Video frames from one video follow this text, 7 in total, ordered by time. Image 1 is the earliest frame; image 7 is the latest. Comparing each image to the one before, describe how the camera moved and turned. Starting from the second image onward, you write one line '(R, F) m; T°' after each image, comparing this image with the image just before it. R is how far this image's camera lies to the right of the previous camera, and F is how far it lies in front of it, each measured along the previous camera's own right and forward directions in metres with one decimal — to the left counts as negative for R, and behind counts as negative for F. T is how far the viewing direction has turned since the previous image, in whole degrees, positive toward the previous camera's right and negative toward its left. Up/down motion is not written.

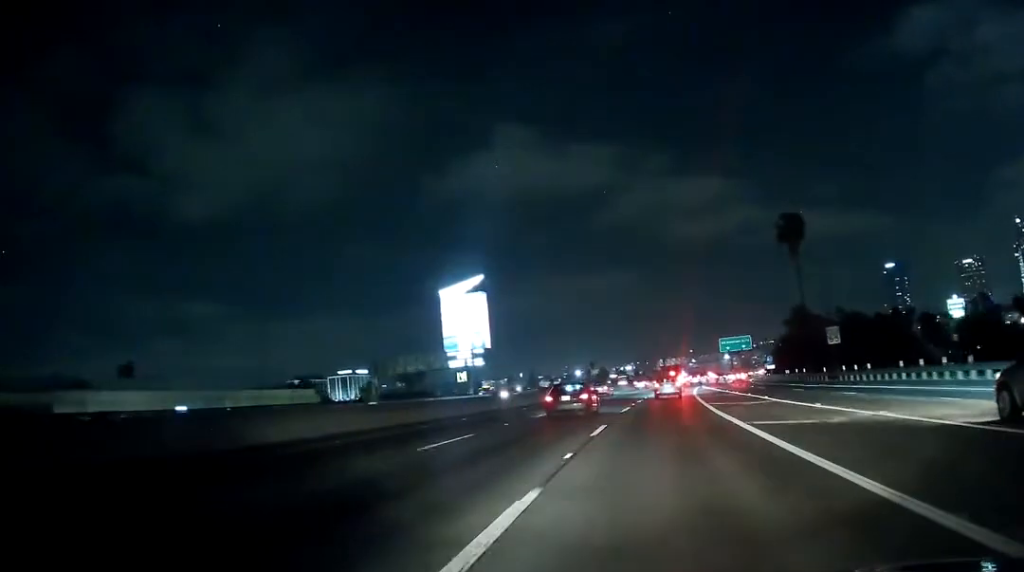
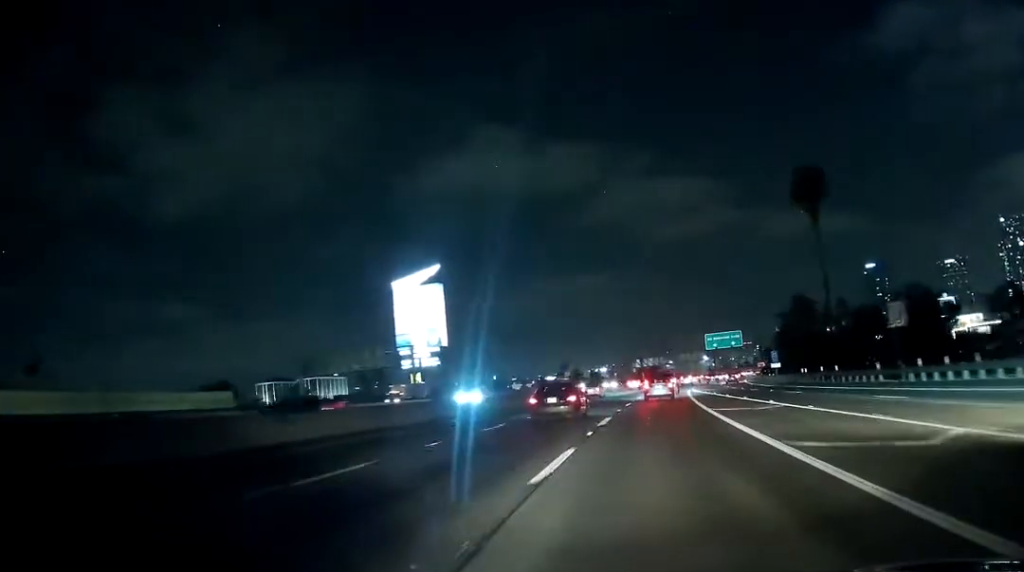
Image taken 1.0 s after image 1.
(+0.1, +21.9) m; +2°
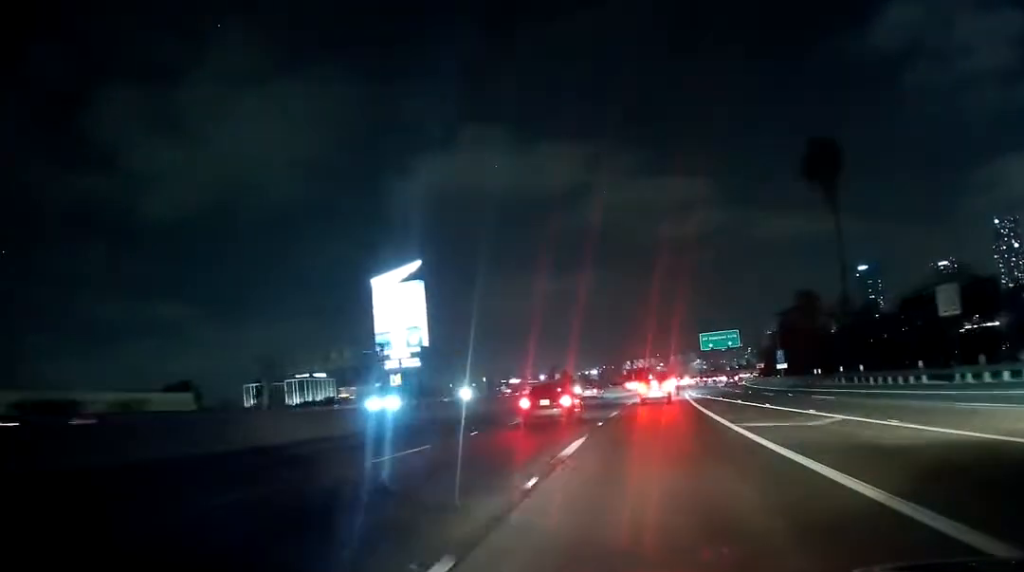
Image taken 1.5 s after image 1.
(+0.3, +9.4) m; +1°
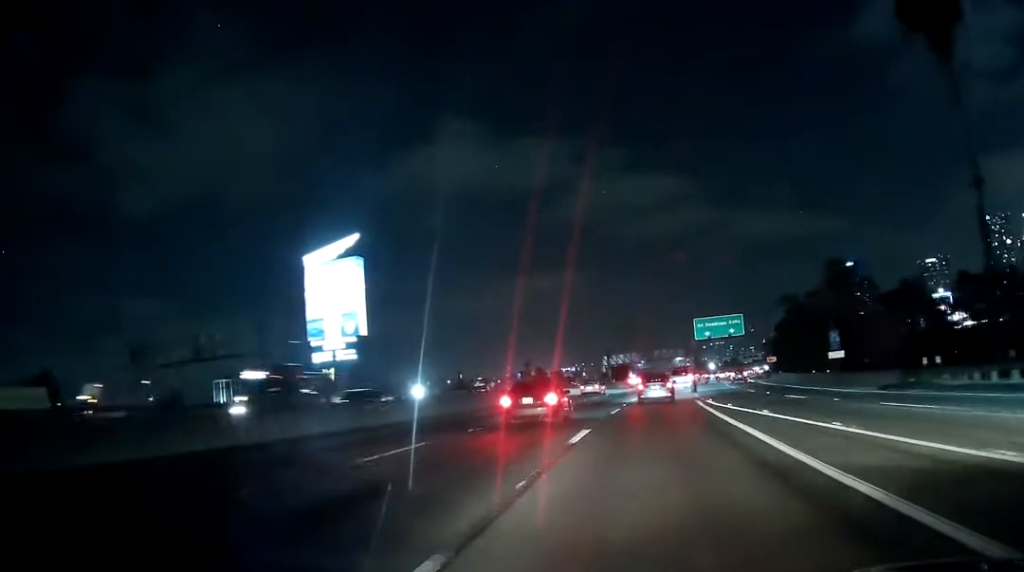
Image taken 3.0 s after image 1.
(+0.2, +29.2) m; 0°
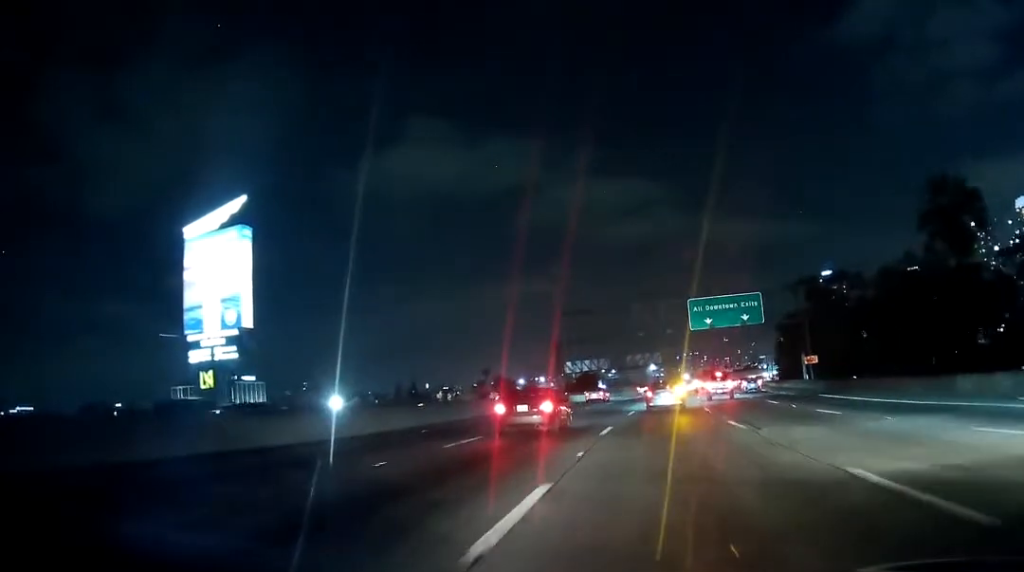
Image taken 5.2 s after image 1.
(+1.0, +38.3) m; +3°
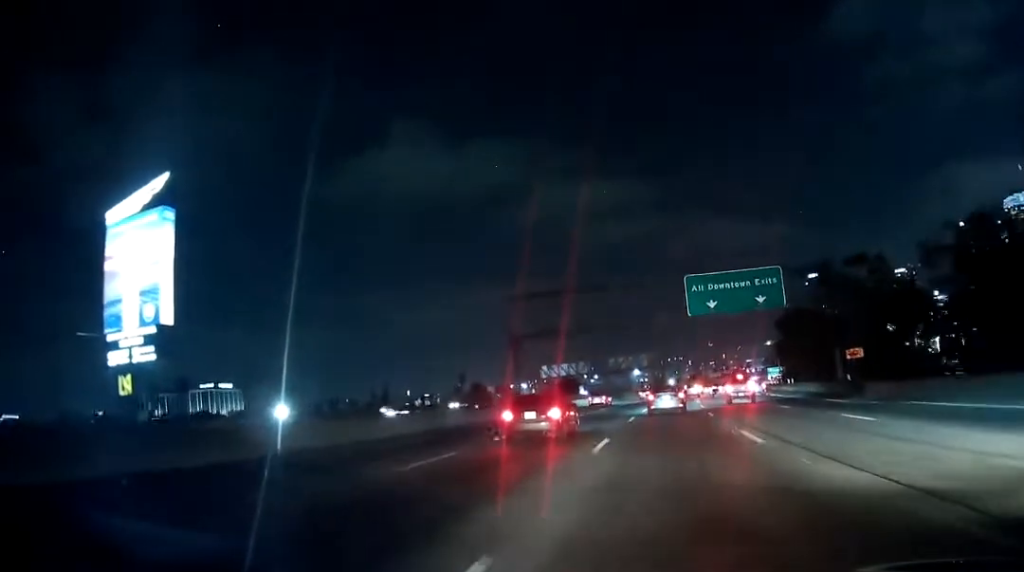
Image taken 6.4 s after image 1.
(+0.1, +18.6) m; 0°
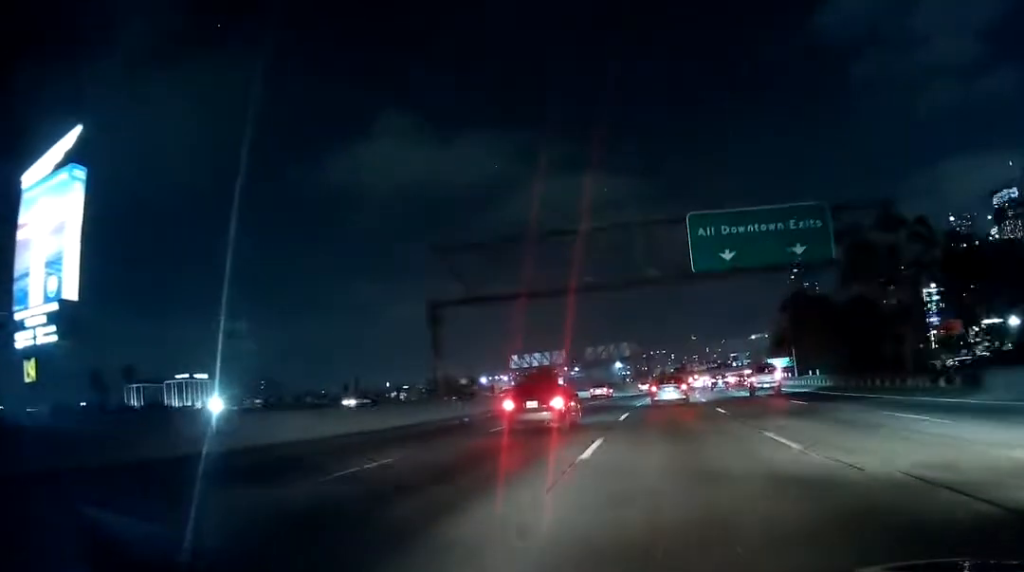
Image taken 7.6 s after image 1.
(0.0, +18.5) m; +2°
